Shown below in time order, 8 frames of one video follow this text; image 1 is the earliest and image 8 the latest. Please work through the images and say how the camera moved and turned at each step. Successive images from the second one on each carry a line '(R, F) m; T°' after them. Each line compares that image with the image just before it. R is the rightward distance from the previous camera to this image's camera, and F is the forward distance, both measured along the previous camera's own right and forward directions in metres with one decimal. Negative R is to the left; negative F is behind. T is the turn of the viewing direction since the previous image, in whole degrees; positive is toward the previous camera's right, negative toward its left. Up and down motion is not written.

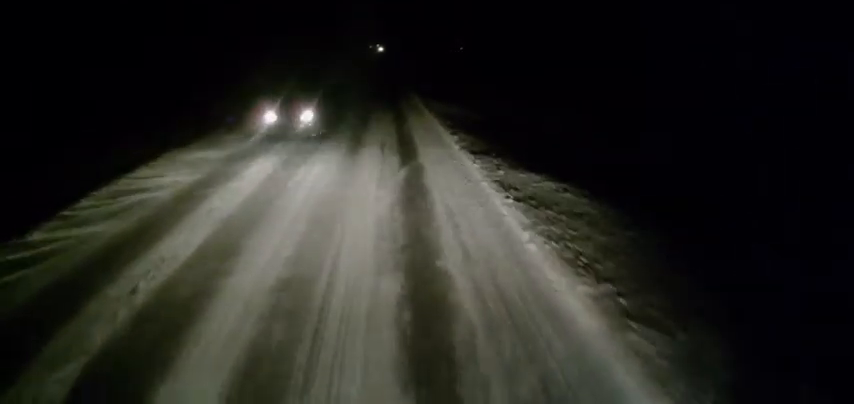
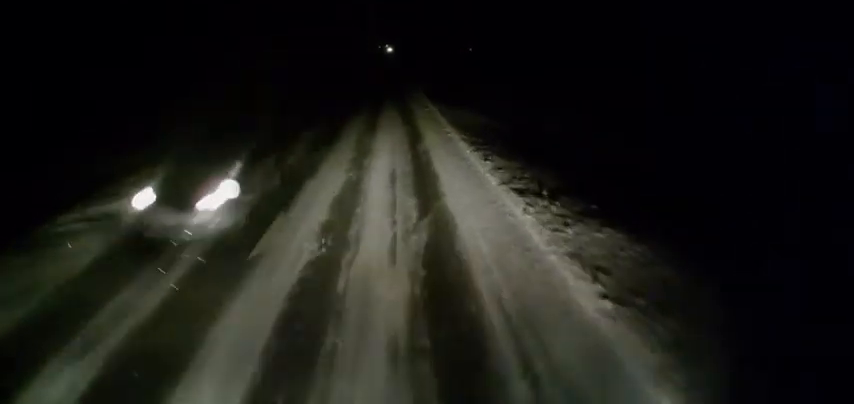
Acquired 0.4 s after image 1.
(0.0, +3.7) m; -1°
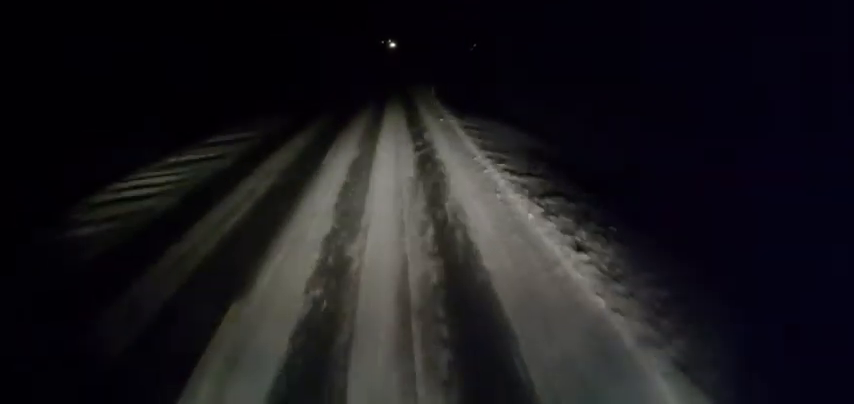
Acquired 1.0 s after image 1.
(-0.1, +6.1) m; -1°
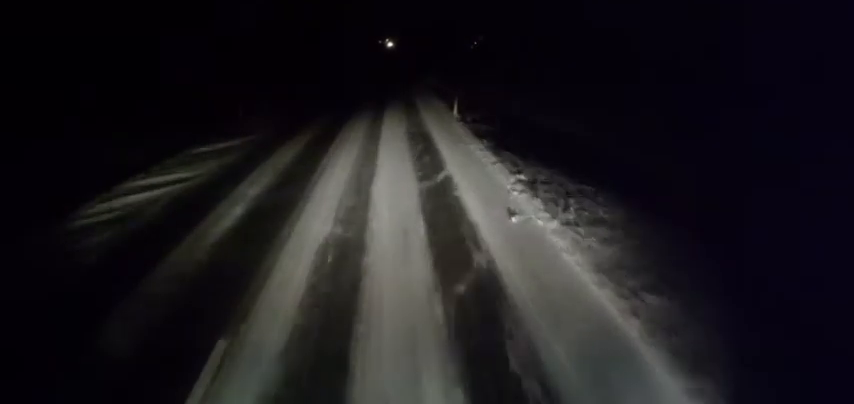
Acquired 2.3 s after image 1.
(-0.3, +12.3) m; -1°
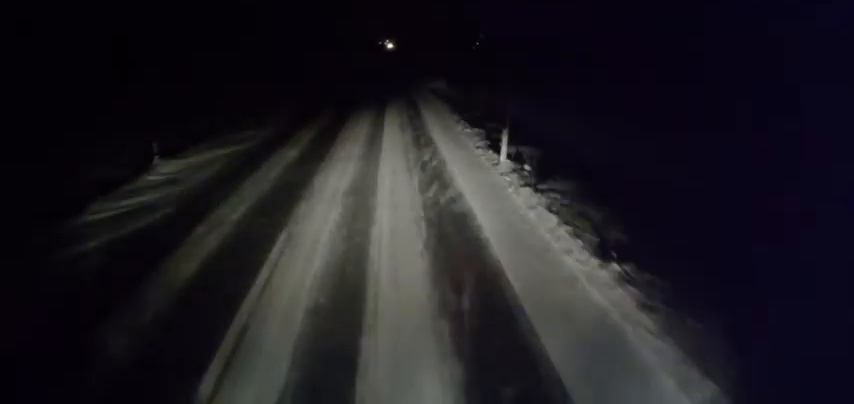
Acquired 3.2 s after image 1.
(+0.1, +8.6) m; 0°
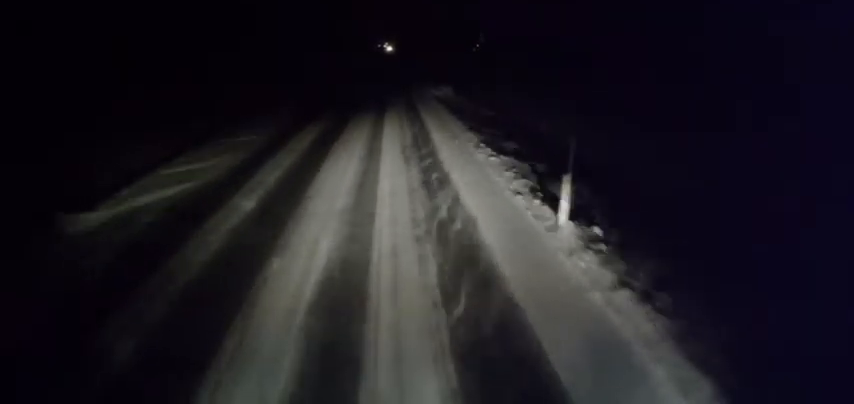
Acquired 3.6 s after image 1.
(0.0, +4.4) m; 0°
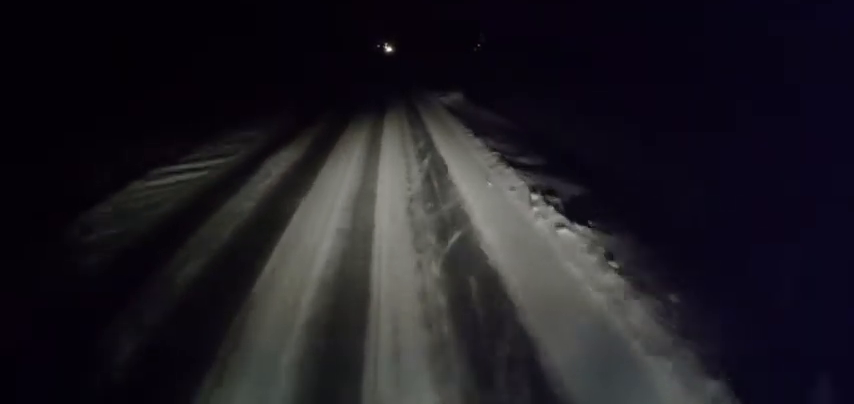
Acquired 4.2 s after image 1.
(0.0, +5.2) m; 0°
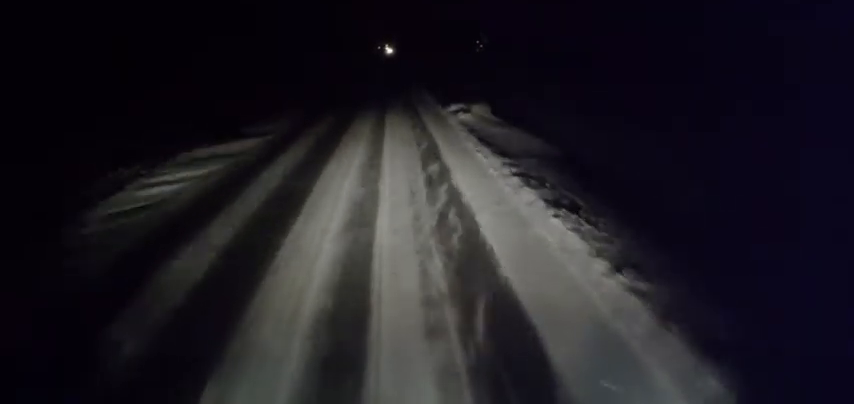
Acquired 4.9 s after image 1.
(0.0, +7.7) m; 0°
